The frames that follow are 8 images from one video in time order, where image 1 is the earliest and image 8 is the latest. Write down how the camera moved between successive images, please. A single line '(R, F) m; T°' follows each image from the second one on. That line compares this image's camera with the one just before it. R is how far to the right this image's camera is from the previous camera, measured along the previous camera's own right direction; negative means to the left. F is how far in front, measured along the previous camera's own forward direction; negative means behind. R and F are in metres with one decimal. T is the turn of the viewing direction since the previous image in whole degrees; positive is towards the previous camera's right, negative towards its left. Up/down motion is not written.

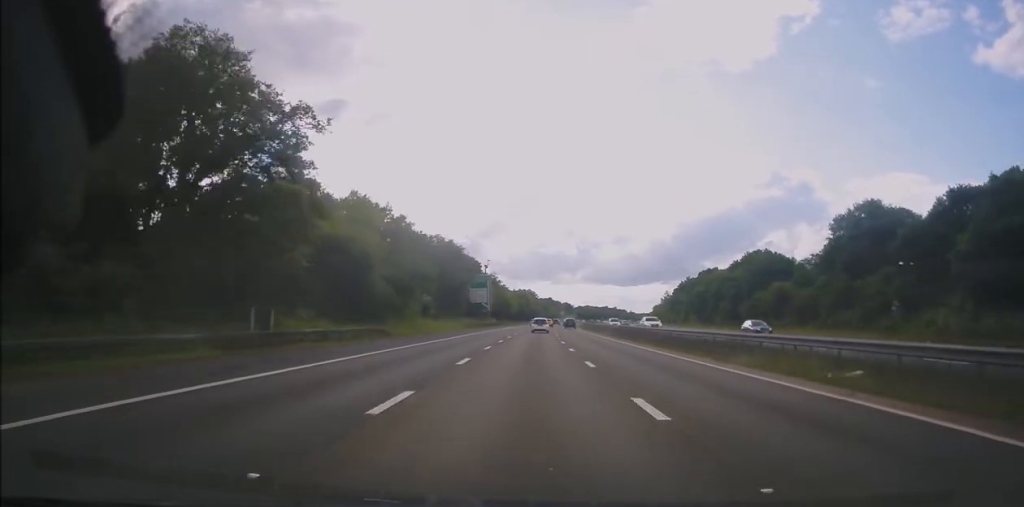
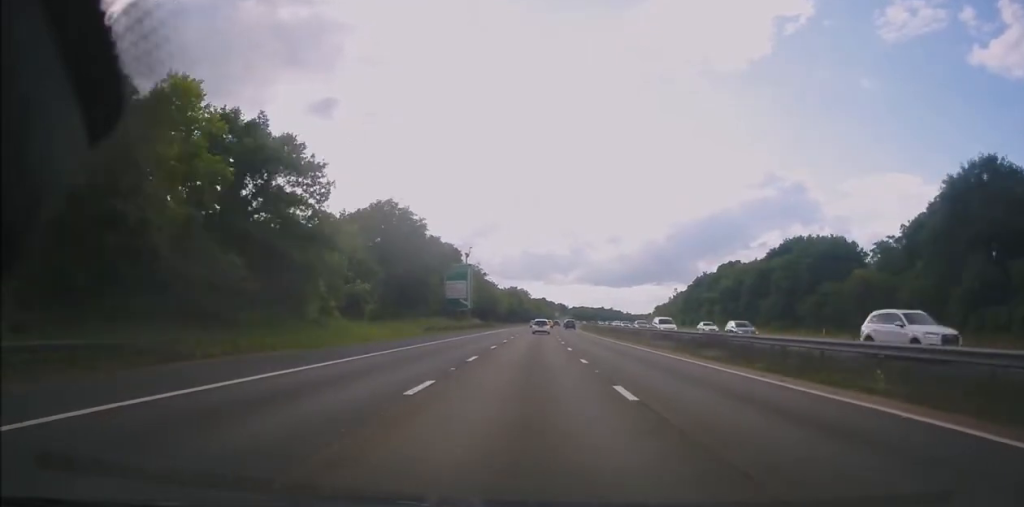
(+0.3, +24.6) m; 0°
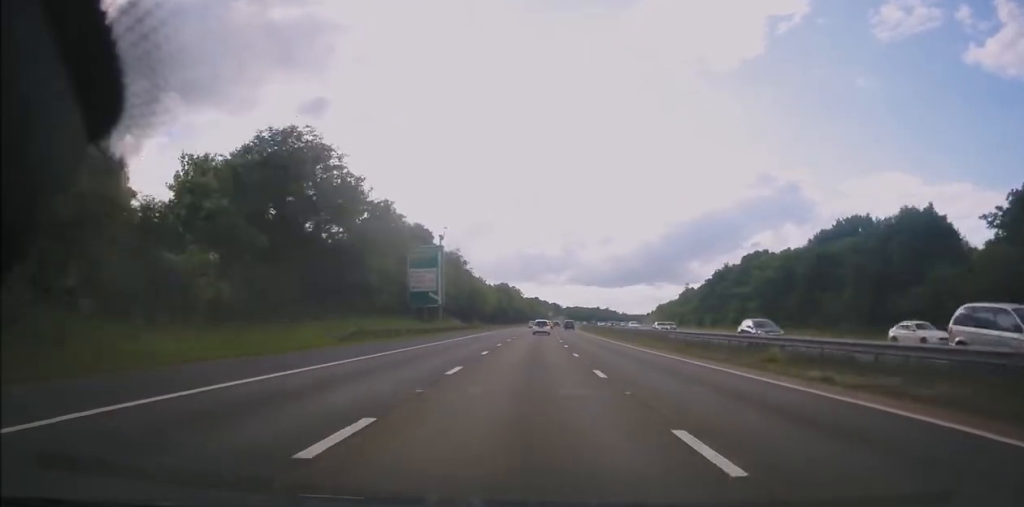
(-0.4, +22.6) m; 0°
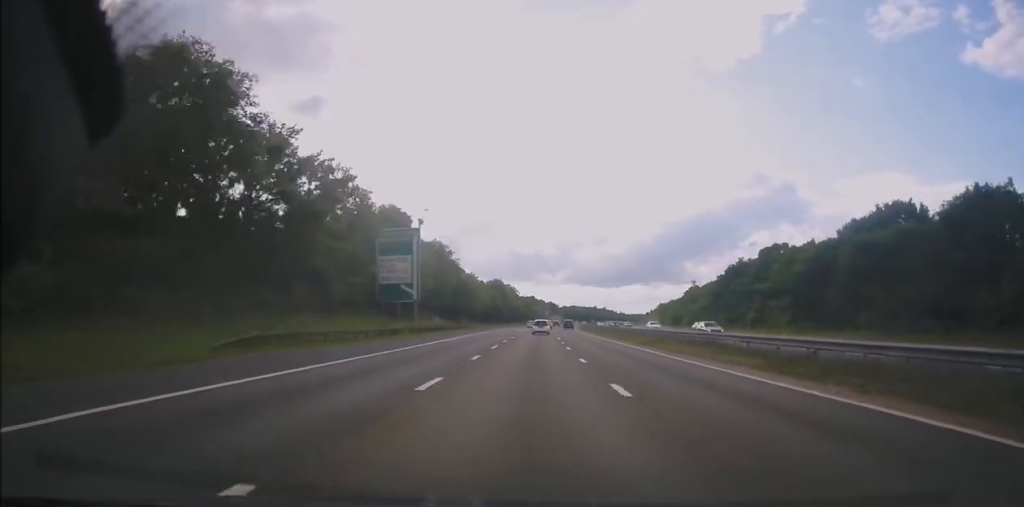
(+0.1, +12.4) m; +1°
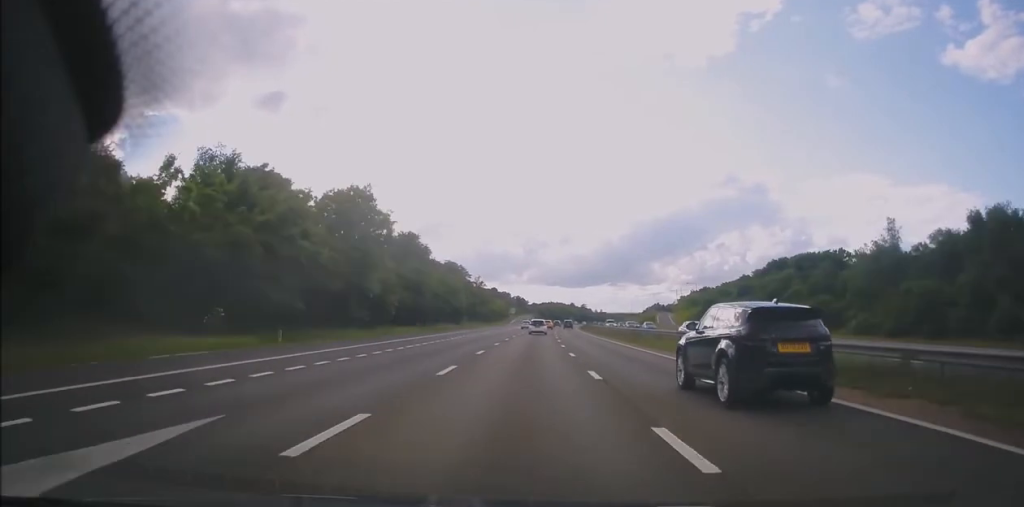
(+4.0, +101.9) m; +4°
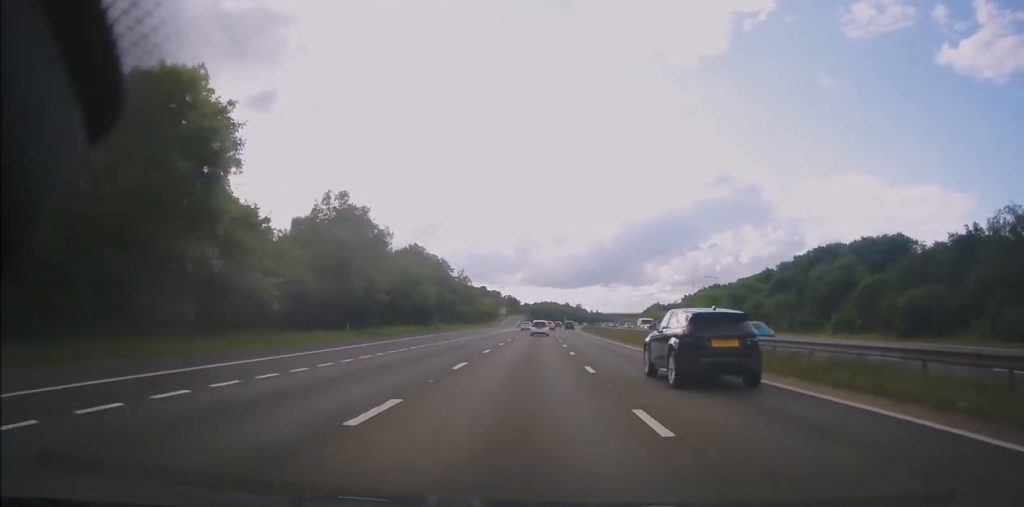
(+0.2, +24.9) m; +1°
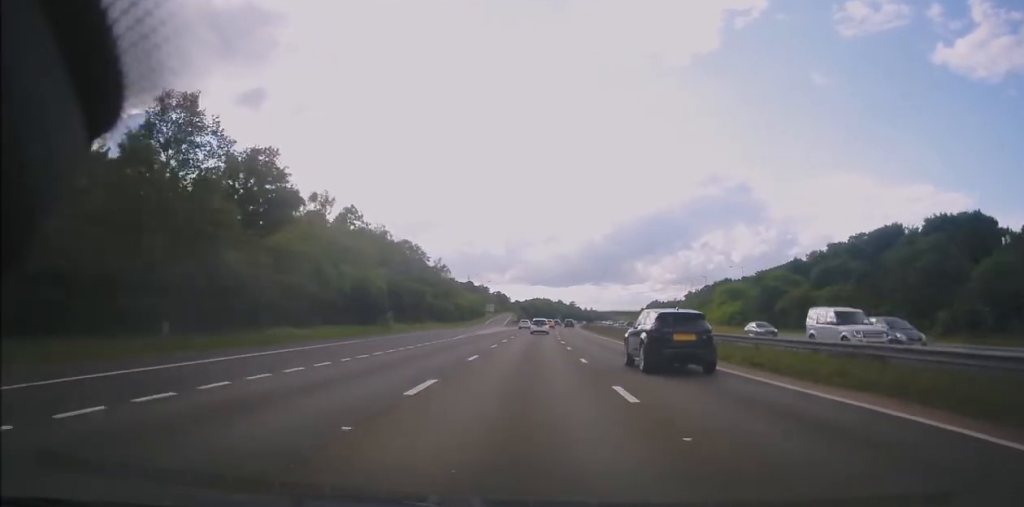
(+0.1, +23.9) m; 0°
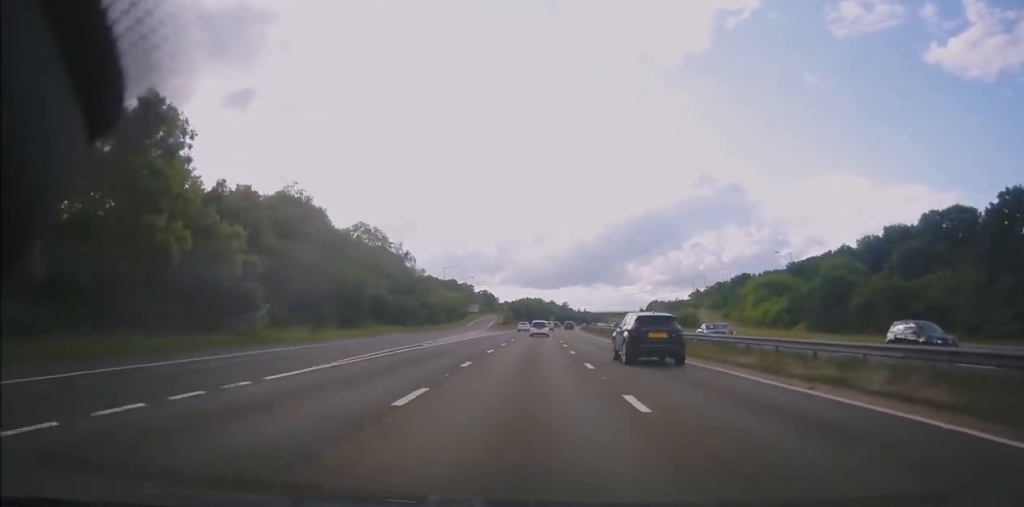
(0.0, +28.0) m; +1°
